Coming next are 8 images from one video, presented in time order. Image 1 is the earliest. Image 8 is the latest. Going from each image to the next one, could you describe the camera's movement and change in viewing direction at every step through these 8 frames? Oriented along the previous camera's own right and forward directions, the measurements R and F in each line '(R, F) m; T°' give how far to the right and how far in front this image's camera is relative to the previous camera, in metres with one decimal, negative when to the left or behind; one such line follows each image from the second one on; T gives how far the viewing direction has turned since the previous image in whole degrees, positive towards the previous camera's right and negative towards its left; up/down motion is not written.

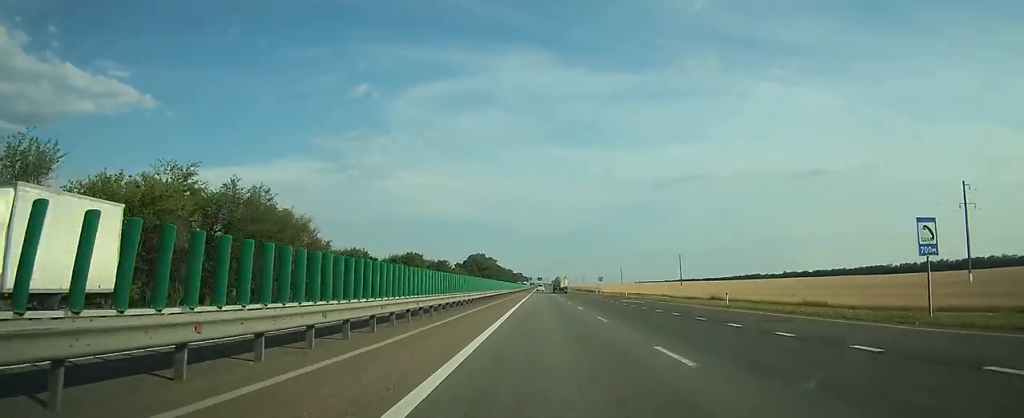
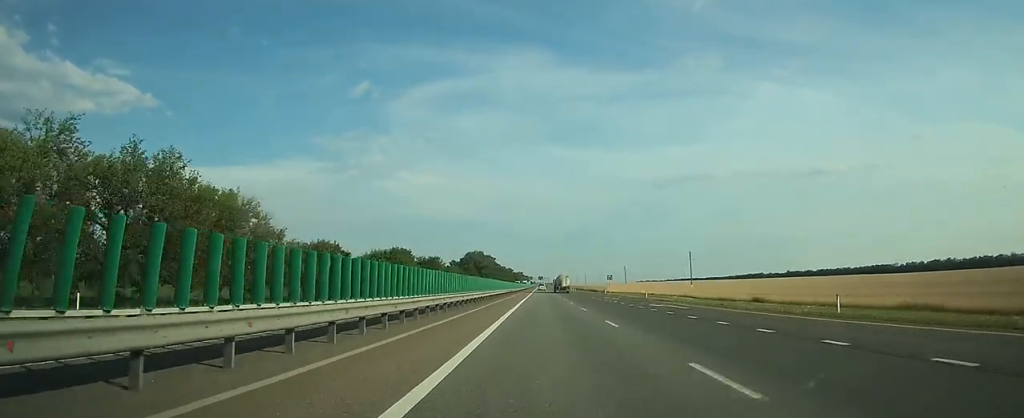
(0.0, +14.8) m; 0°
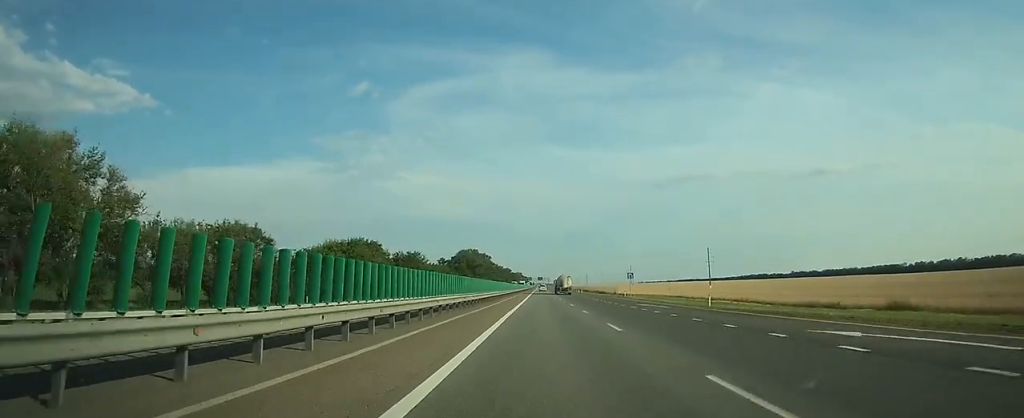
(0.0, +25.0) m; 0°
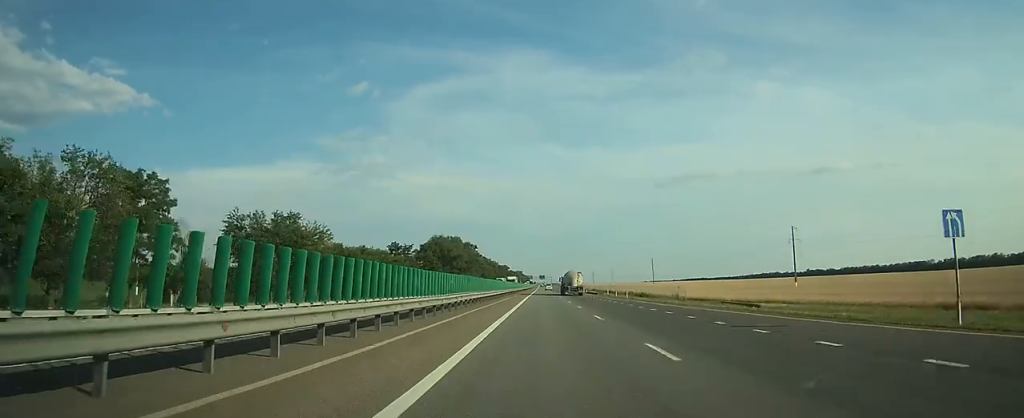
(0.0, +67.2) m; 0°
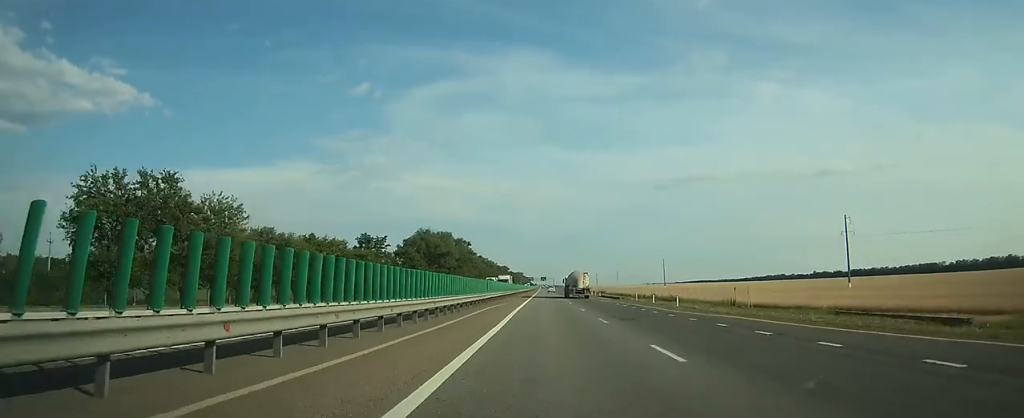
(0.0, +23.9) m; 0°
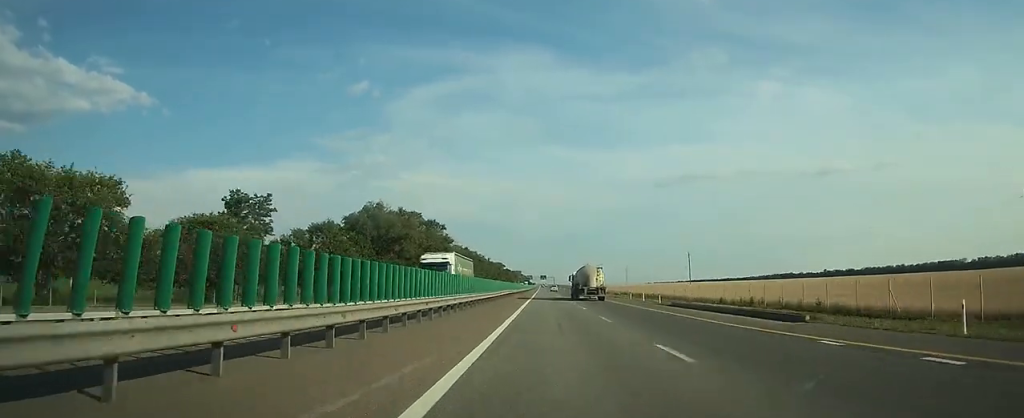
(0.0, +47.8) m; 0°
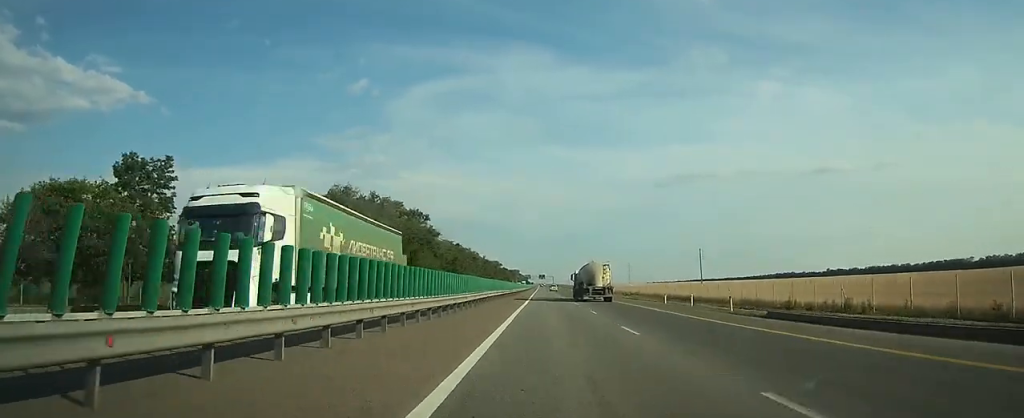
(0.0, +18.2) m; 0°
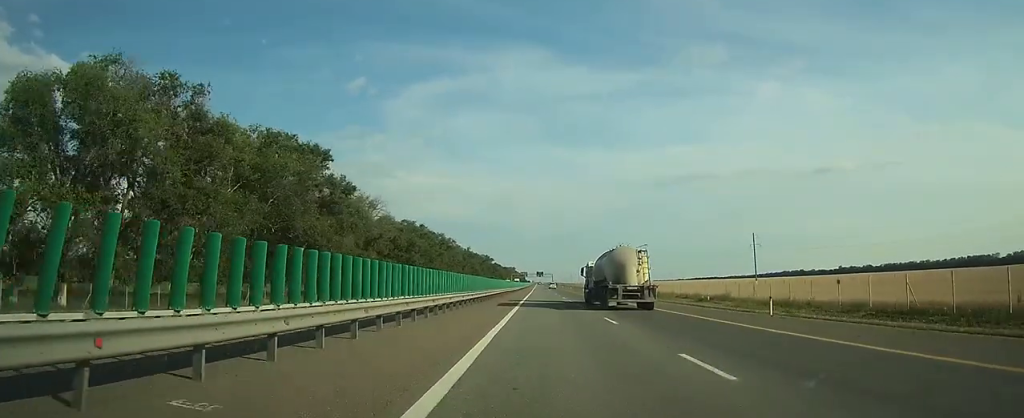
(+0.1, +56.0) m; 0°
